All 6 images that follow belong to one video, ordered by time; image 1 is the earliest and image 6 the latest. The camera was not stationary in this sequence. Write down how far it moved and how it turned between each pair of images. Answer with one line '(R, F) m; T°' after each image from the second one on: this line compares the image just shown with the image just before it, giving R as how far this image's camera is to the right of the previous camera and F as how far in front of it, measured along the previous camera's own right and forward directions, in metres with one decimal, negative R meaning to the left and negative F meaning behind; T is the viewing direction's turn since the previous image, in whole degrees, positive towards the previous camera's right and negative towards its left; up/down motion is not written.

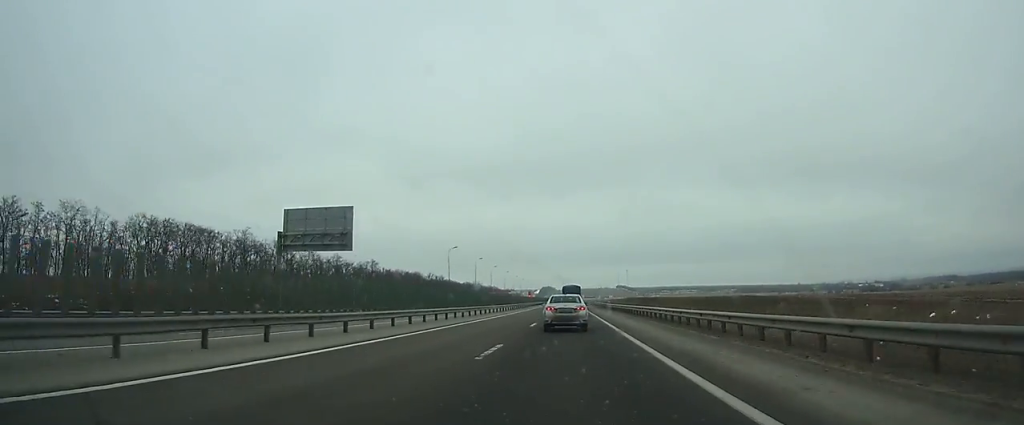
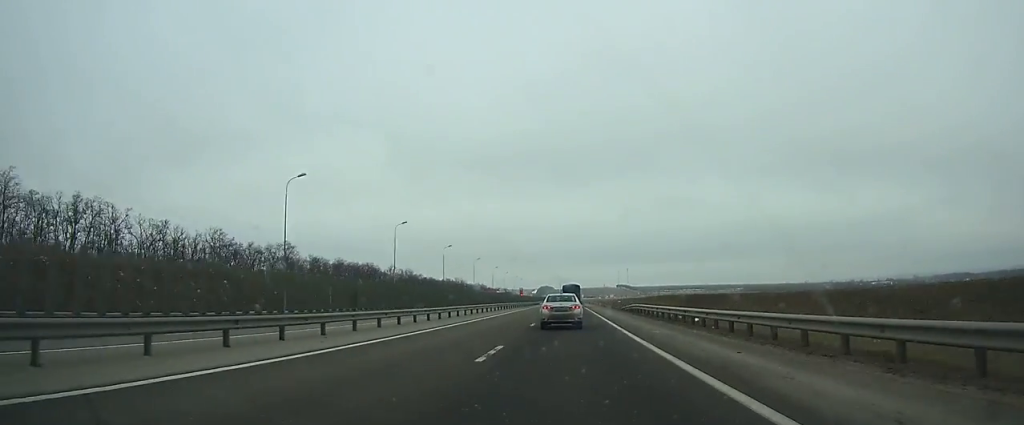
(+0.1, +65.2) m; 0°
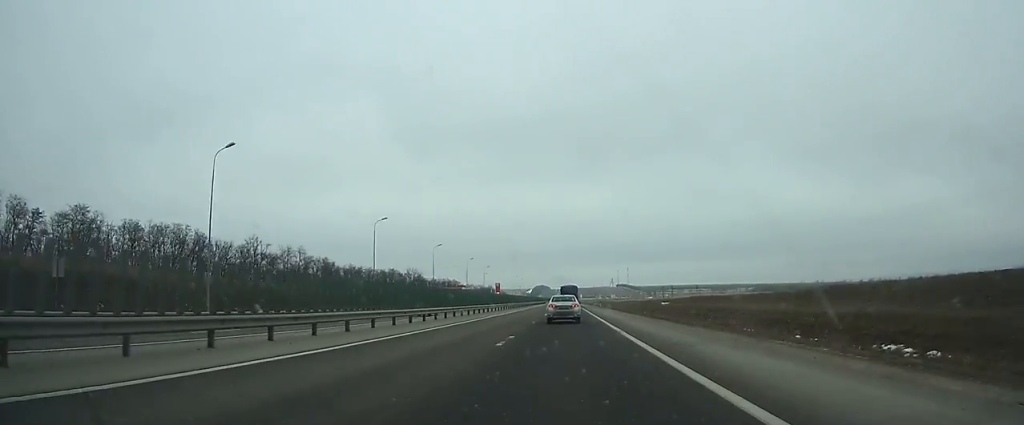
(-0.2, +109.7) m; 0°
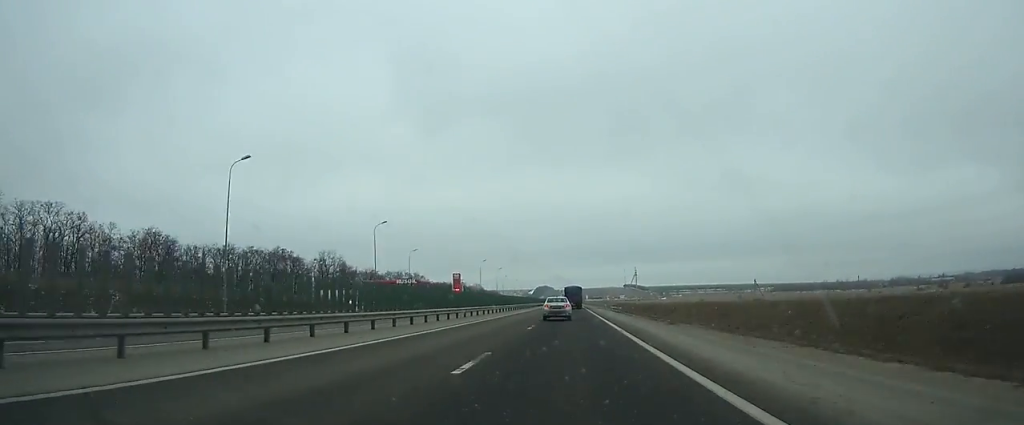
(+0.1, +104.1) m; 0°
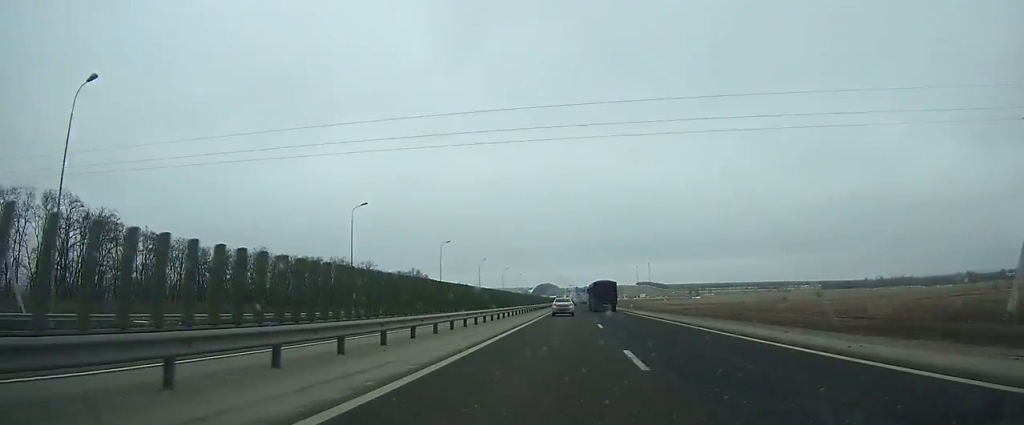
(-2.0, +210.1) m; 0°
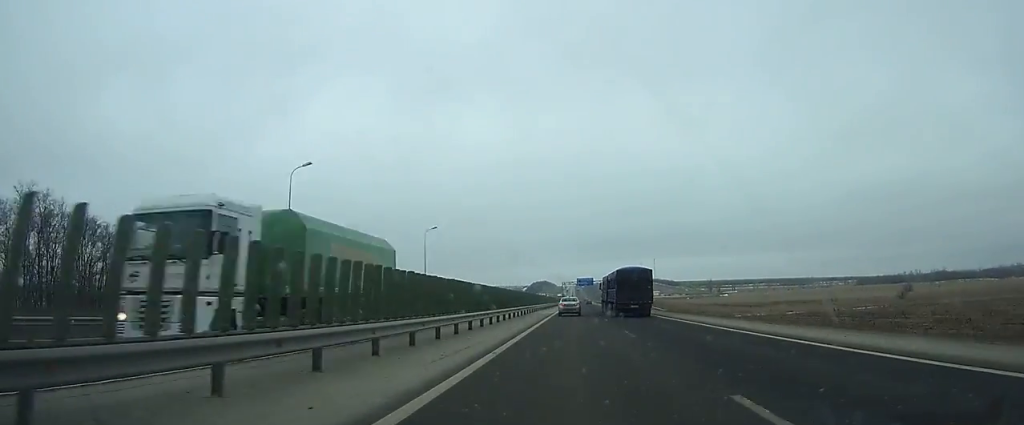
(+0.4, +136.4) m; 0°
